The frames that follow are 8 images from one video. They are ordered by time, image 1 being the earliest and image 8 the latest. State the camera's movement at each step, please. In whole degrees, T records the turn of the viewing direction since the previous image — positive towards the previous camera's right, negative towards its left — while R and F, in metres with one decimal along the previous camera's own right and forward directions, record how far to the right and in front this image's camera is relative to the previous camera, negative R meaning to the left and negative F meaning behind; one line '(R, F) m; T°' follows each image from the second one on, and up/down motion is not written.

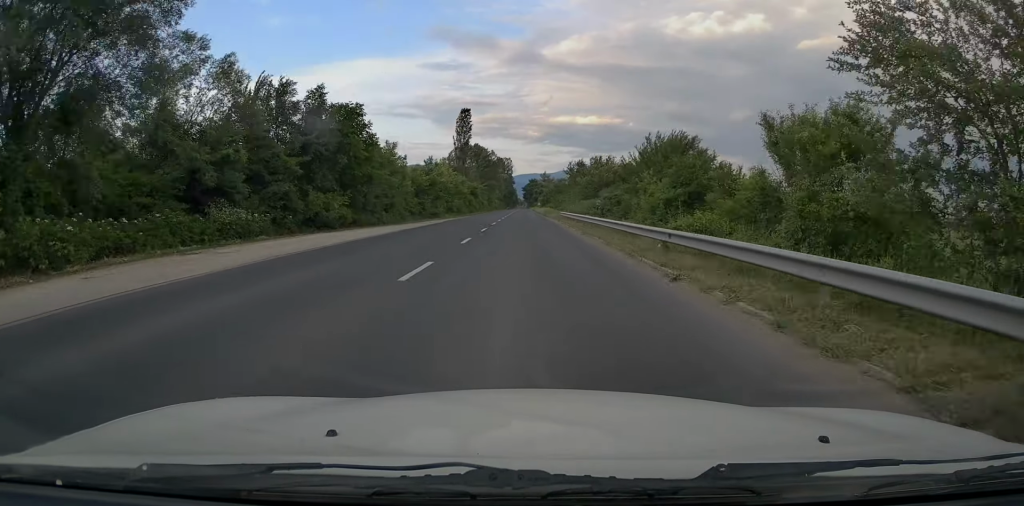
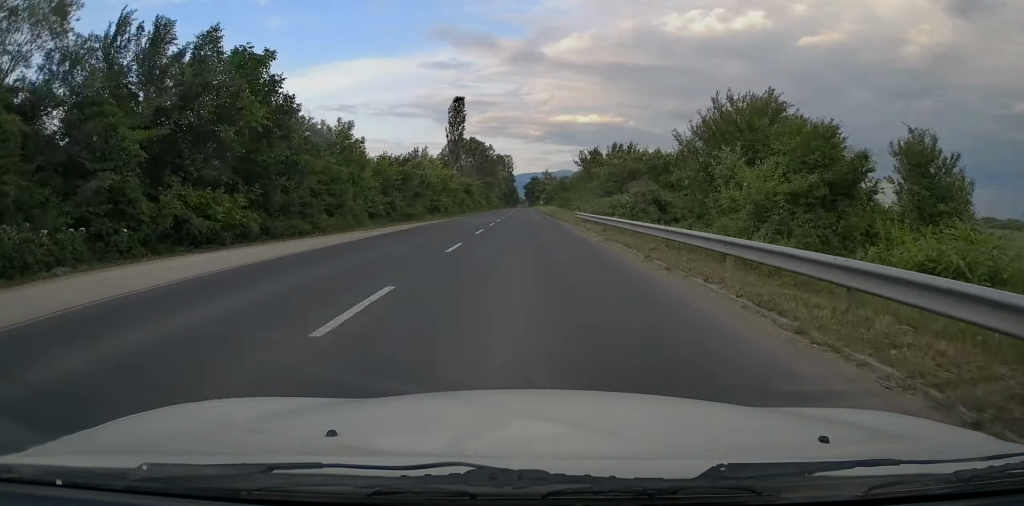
(0.0, +12.6) m; 0°
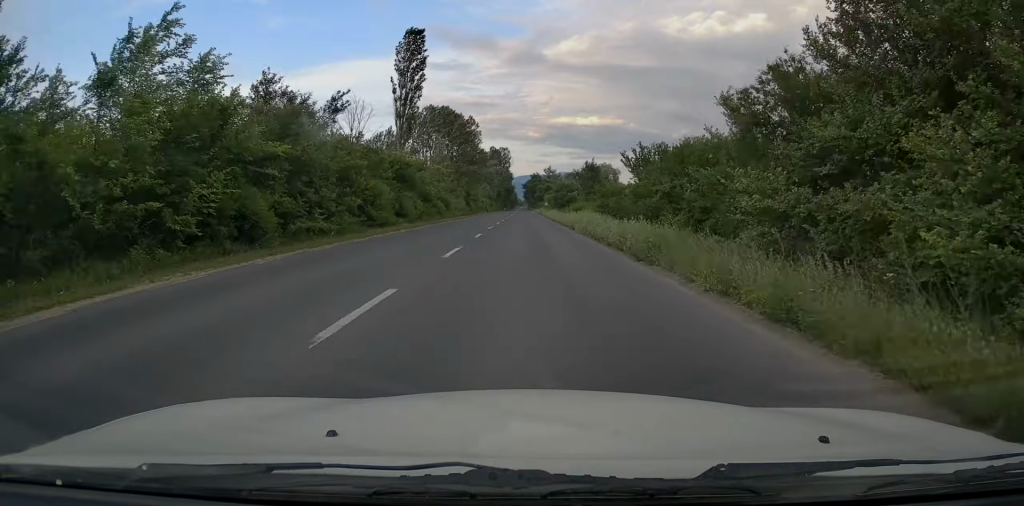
(-0.5, +44.8) m; 0°
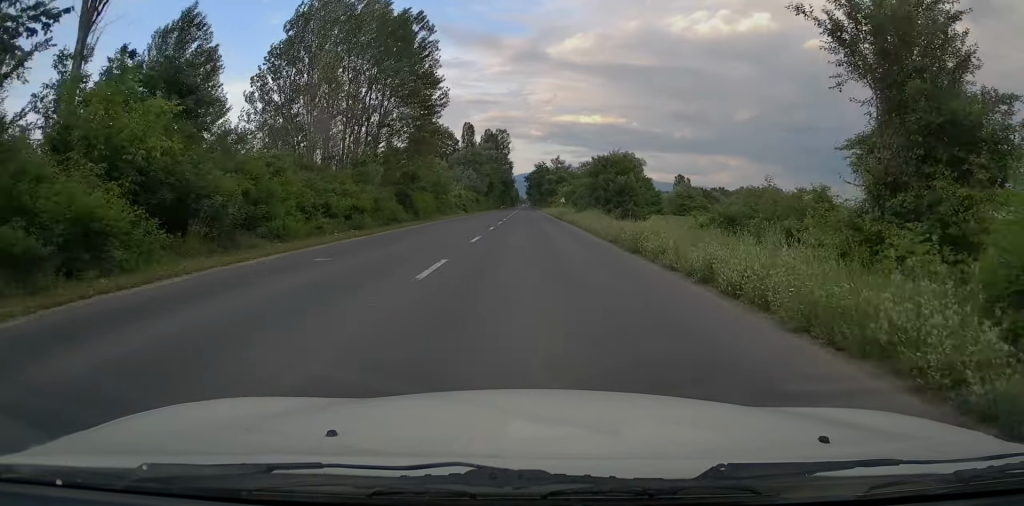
(+0.4, +49.1) m; 0°
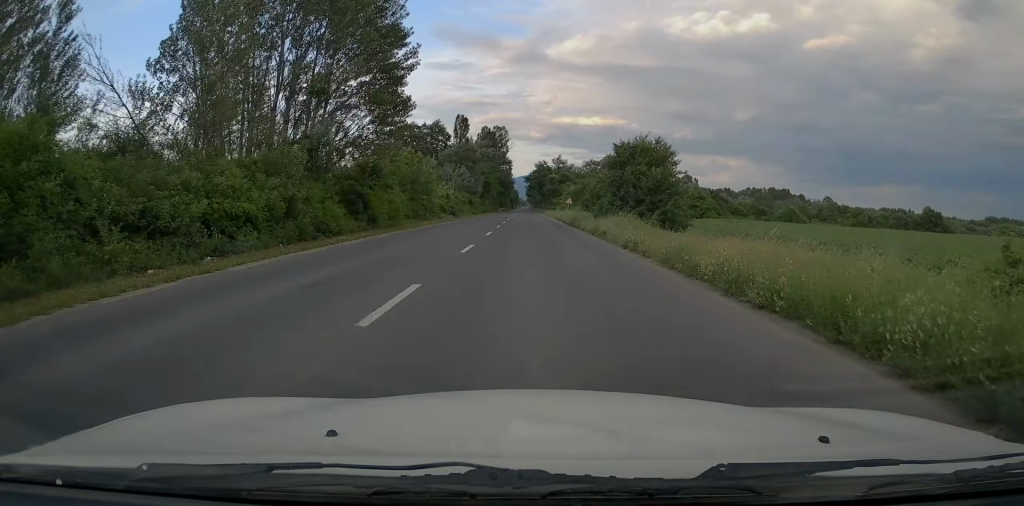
(0.0, +12.5) m; 0°
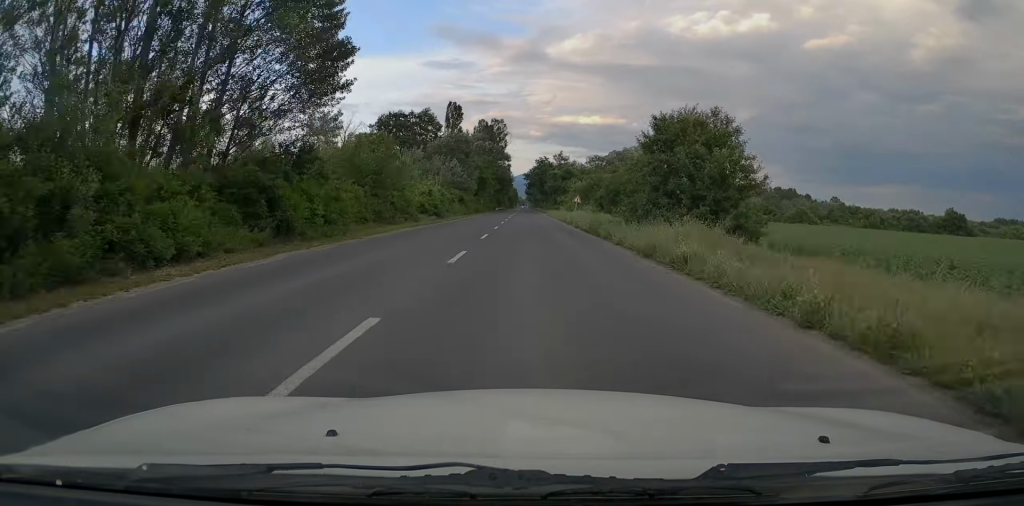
(0.0, +11.6) m; 0°
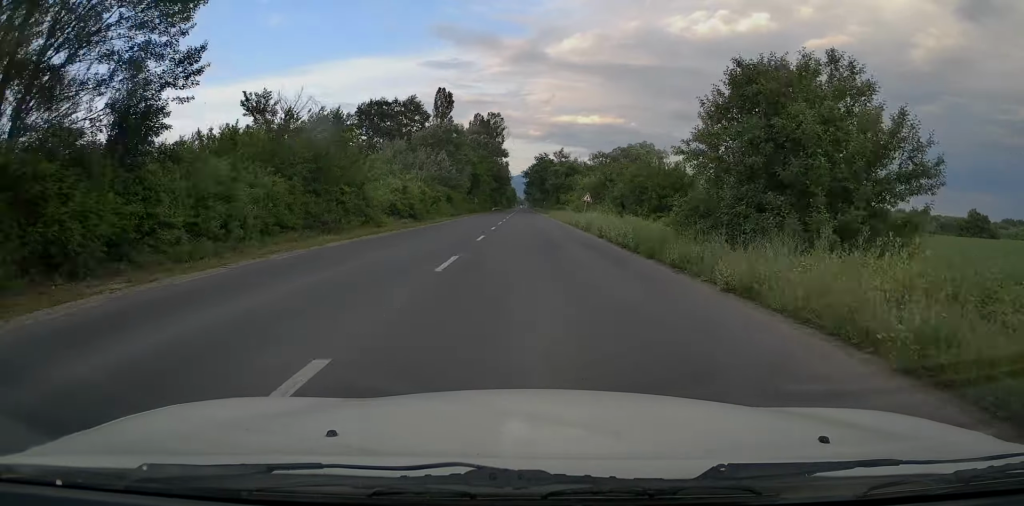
(0.0, +10.7) m; 0°
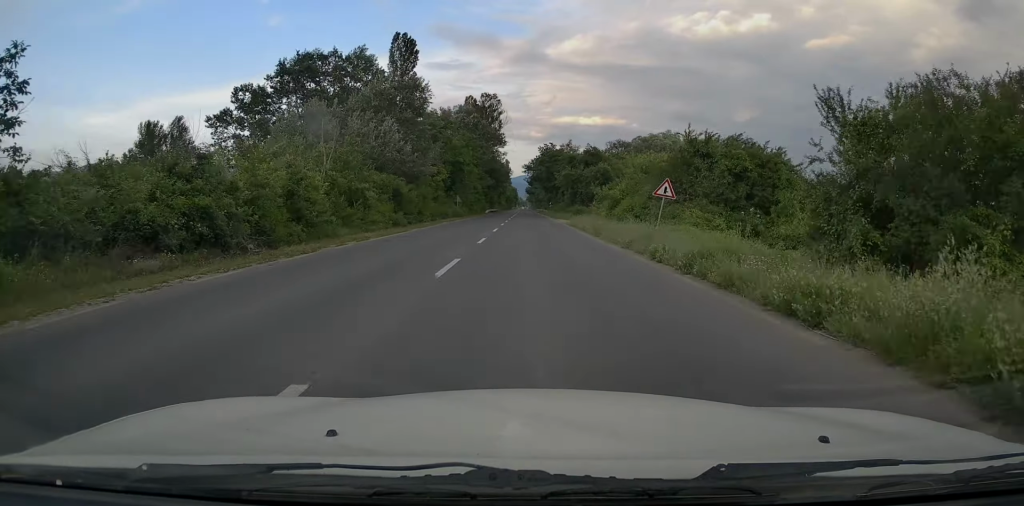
(-0.2, +27.5) m; -1°
